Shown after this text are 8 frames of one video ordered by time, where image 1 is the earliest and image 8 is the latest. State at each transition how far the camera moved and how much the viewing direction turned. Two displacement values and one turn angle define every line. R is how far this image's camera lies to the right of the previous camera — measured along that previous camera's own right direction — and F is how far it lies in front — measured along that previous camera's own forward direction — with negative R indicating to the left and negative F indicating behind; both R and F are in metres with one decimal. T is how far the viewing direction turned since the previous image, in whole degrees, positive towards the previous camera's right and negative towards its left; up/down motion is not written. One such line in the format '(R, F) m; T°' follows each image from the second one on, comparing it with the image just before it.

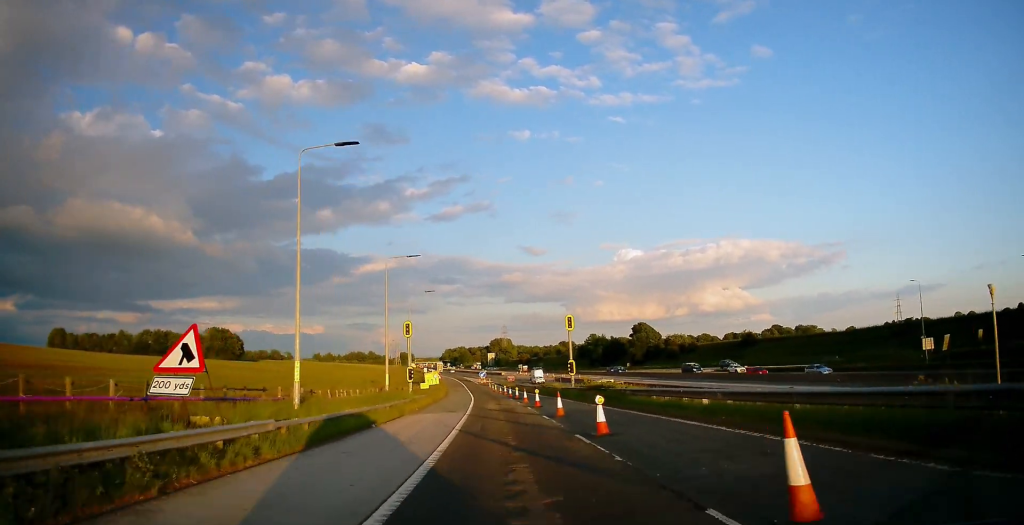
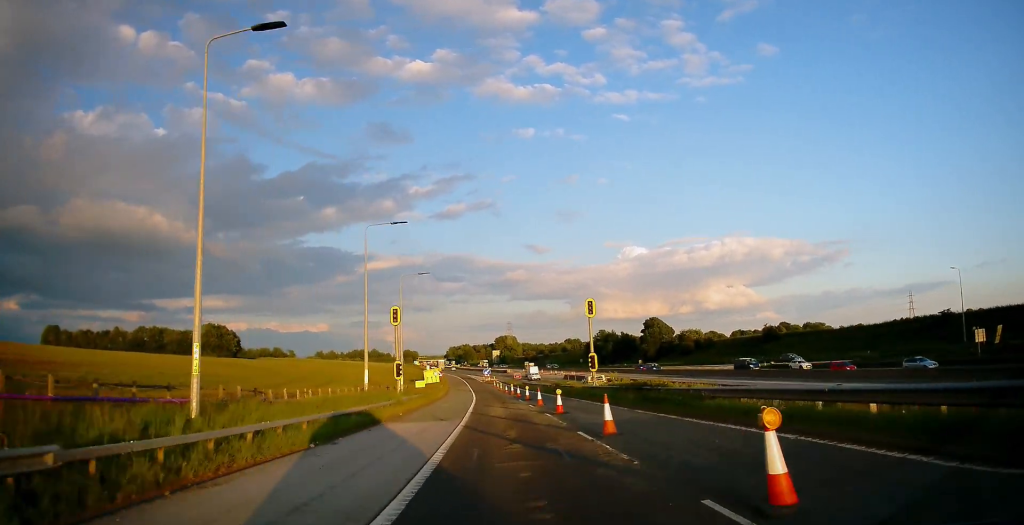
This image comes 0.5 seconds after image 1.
(0.0, +8.5) m; 0°
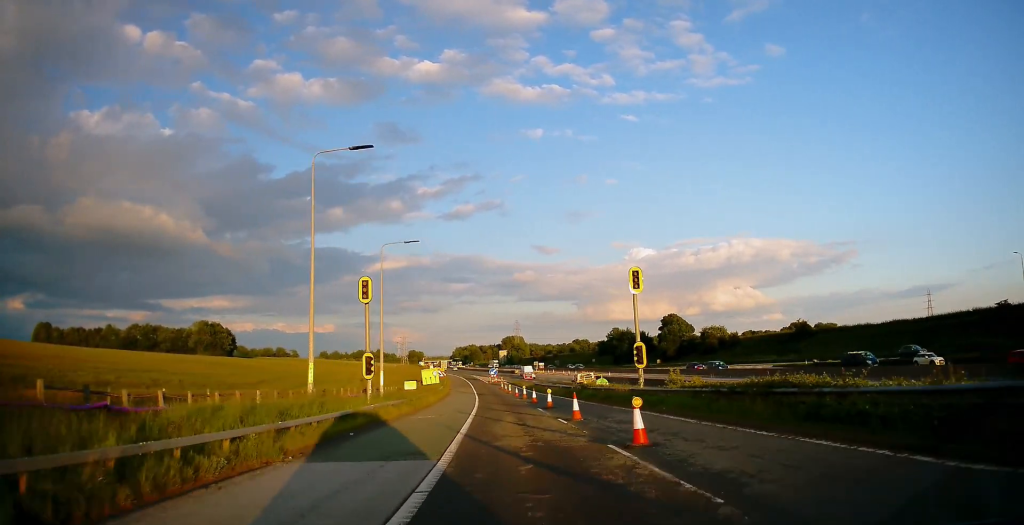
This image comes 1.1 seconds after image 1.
(-0.1, +12.3) m; 0°
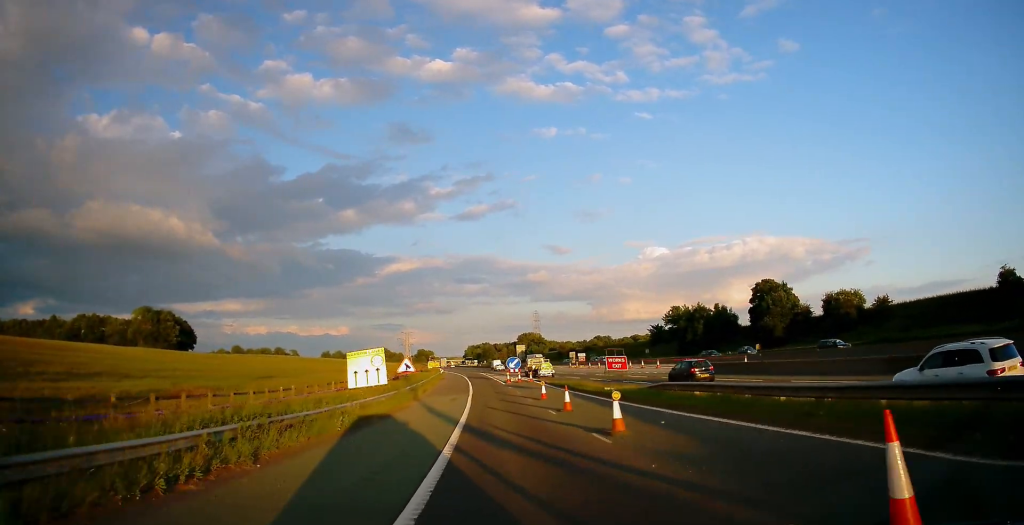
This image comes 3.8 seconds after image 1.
(-1.6, +52.7) m; -2°
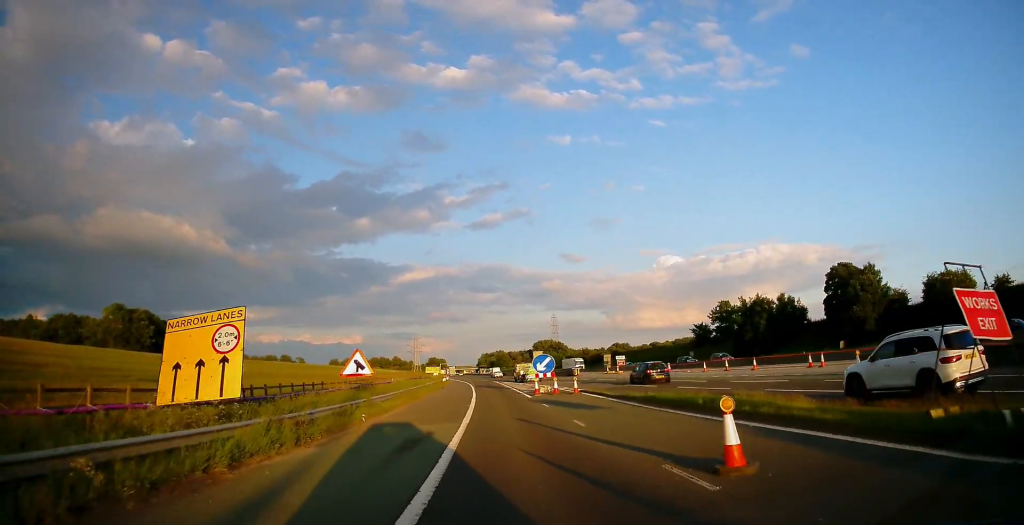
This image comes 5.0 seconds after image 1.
(0.0, +23.4) m; -1°
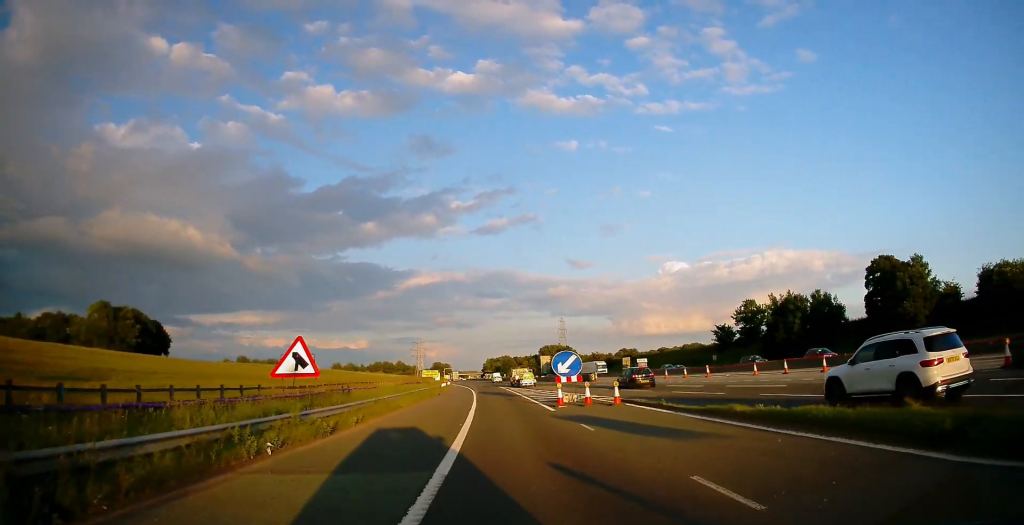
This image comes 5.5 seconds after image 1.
(-0.1, +10.0) m; 0°
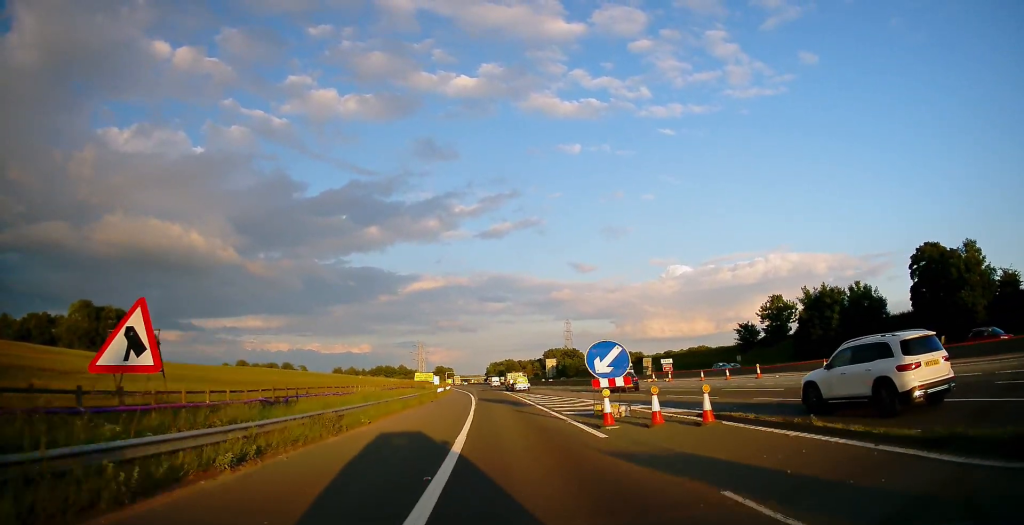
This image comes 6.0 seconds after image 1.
(-0.2, +10.0) m; 0°
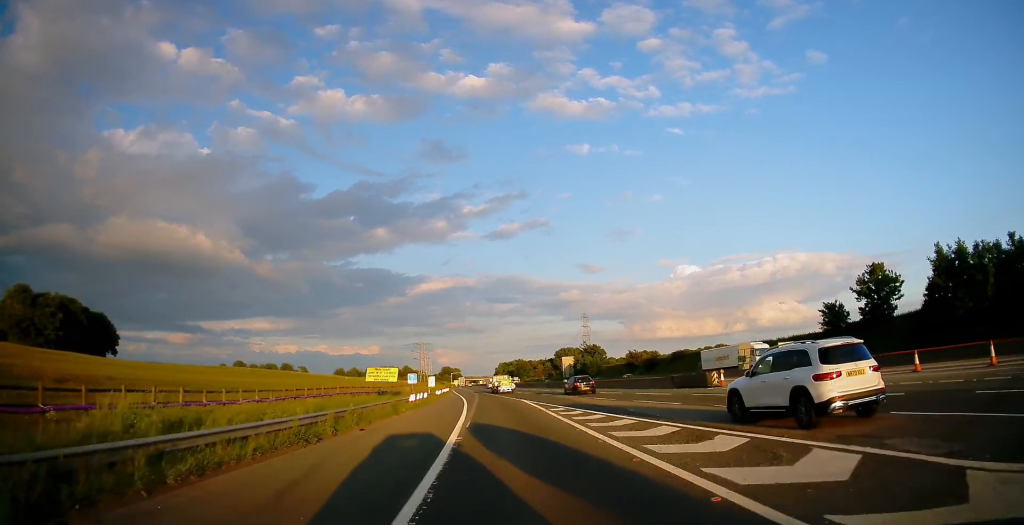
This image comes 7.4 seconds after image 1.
(+0.2, +27.5) m; -2°
